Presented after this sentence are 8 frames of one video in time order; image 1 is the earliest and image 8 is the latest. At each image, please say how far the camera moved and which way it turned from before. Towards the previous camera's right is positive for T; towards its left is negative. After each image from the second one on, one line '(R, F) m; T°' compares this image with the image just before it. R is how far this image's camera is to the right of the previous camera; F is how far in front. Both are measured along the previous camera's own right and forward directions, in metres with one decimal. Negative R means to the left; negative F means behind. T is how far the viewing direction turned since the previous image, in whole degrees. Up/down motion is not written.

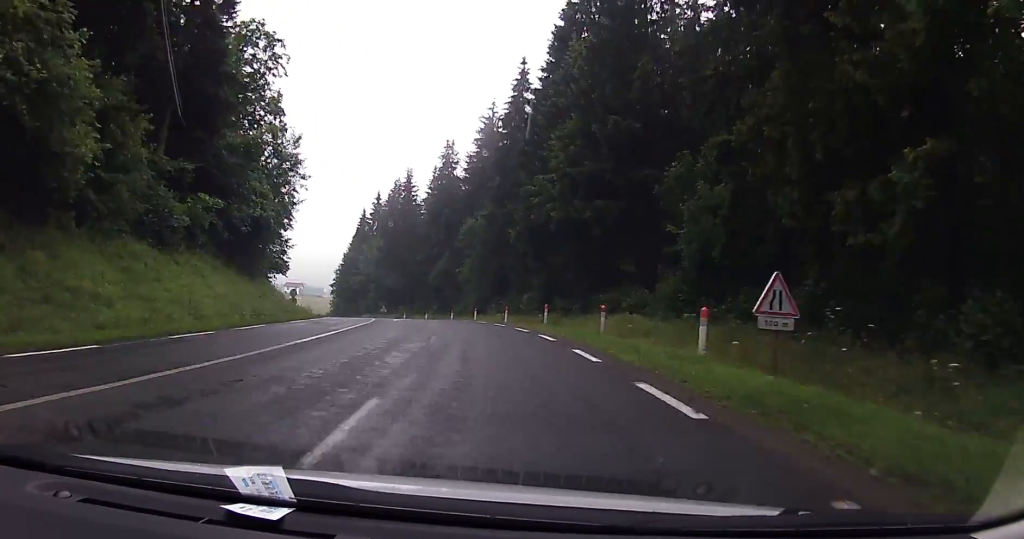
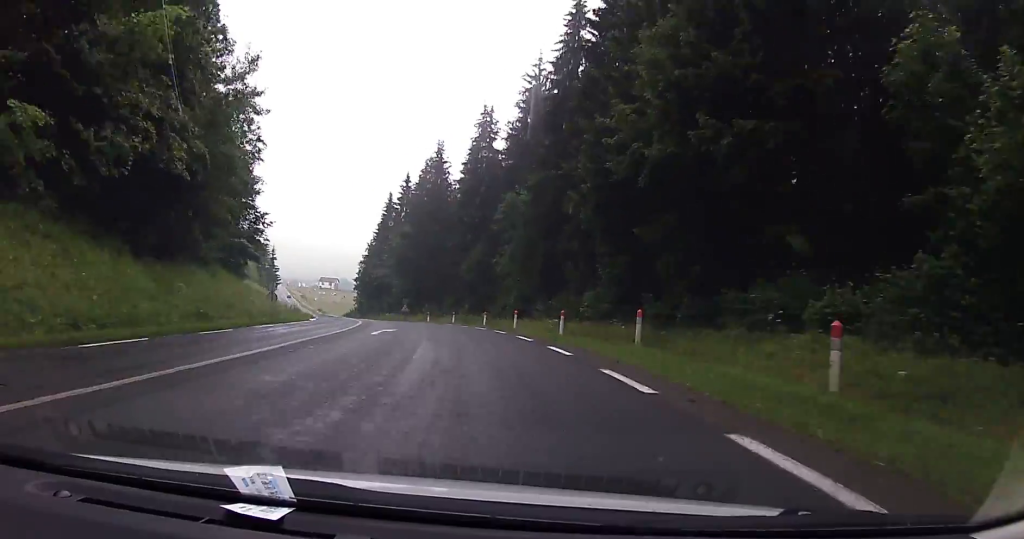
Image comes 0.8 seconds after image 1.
(-1.1, +17.9) m; -5°
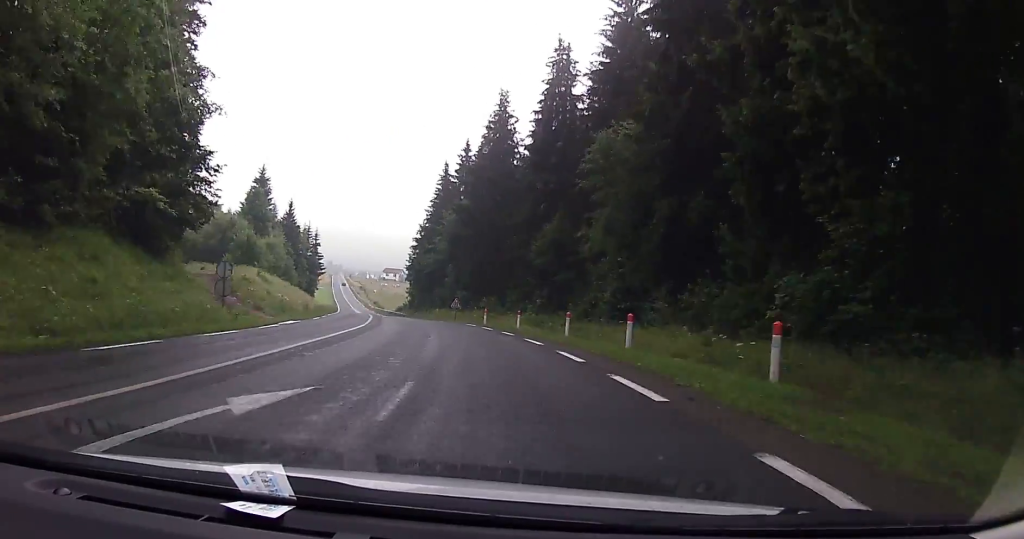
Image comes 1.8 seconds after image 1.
(-1.2, +20.9) m; -2°
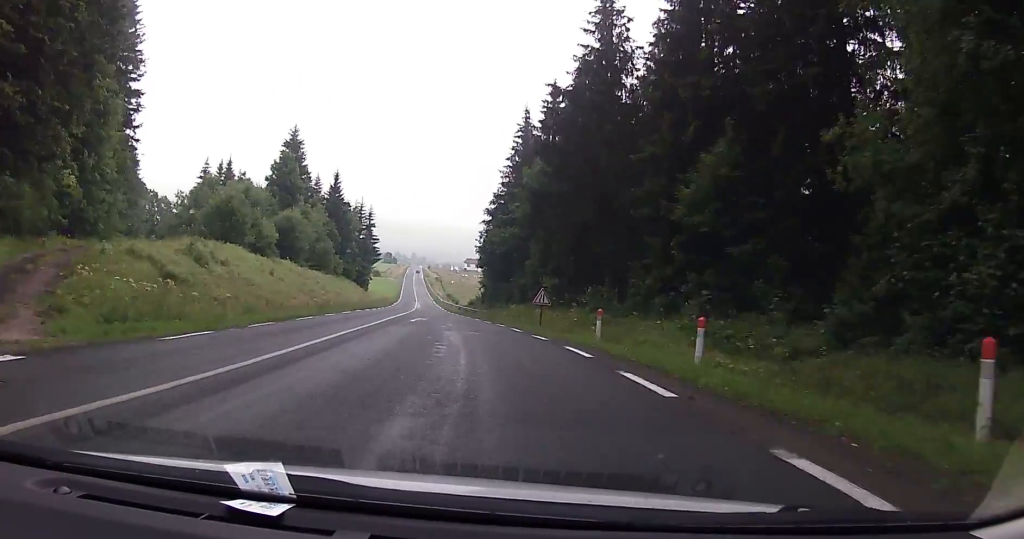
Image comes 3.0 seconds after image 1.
(-0.2, +27.2) m; -6°
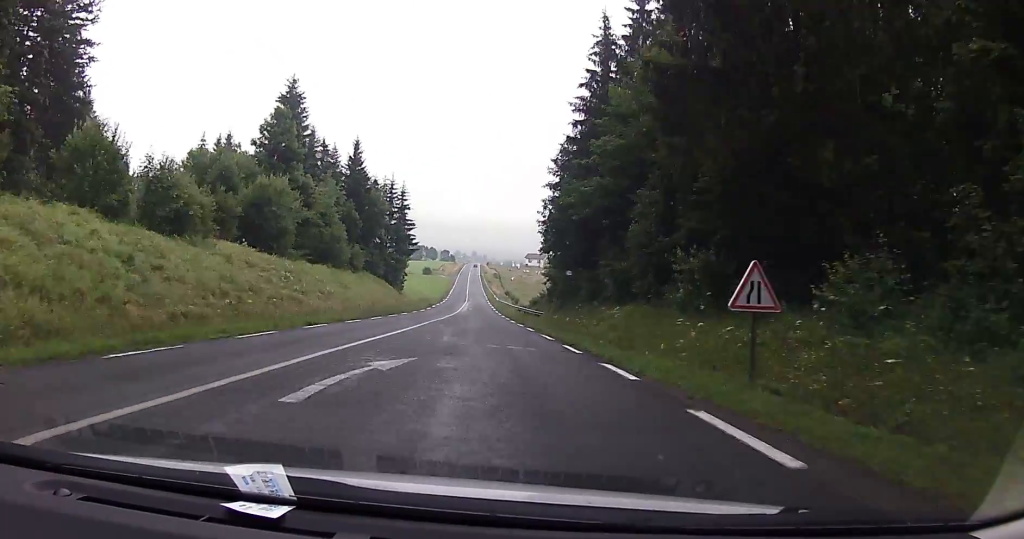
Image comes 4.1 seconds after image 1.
(-1.8, +25.5) m; -7°
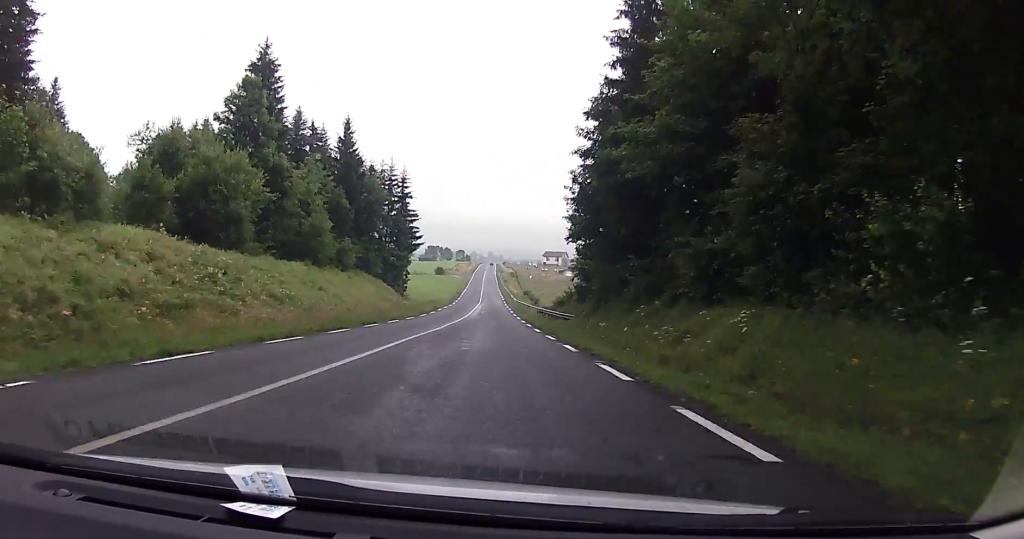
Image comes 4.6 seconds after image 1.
(0.0, +12.9) m; -3°
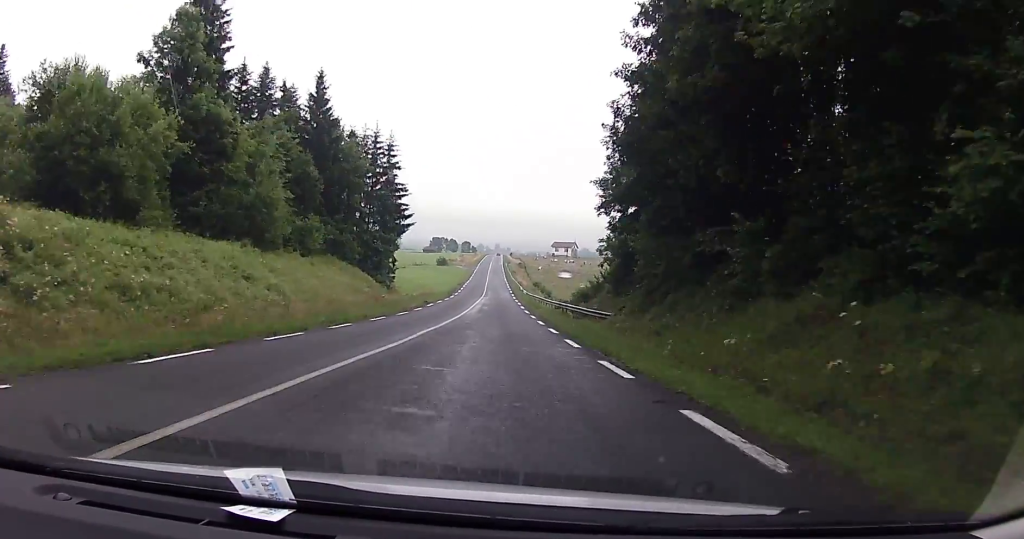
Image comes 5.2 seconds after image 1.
(-1.1, +14.7) m; -4°
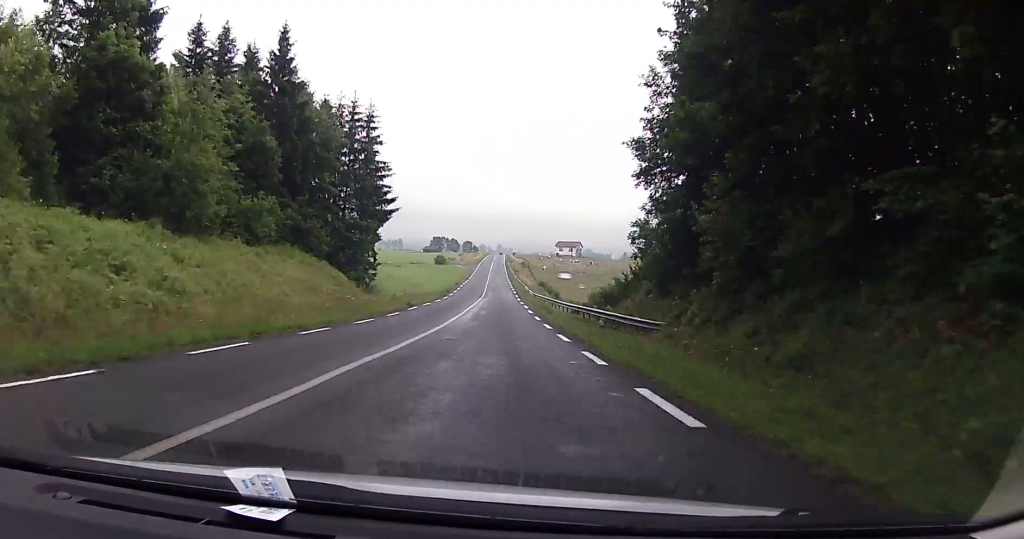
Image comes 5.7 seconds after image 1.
(-0.3, +11.5) m; -1°
